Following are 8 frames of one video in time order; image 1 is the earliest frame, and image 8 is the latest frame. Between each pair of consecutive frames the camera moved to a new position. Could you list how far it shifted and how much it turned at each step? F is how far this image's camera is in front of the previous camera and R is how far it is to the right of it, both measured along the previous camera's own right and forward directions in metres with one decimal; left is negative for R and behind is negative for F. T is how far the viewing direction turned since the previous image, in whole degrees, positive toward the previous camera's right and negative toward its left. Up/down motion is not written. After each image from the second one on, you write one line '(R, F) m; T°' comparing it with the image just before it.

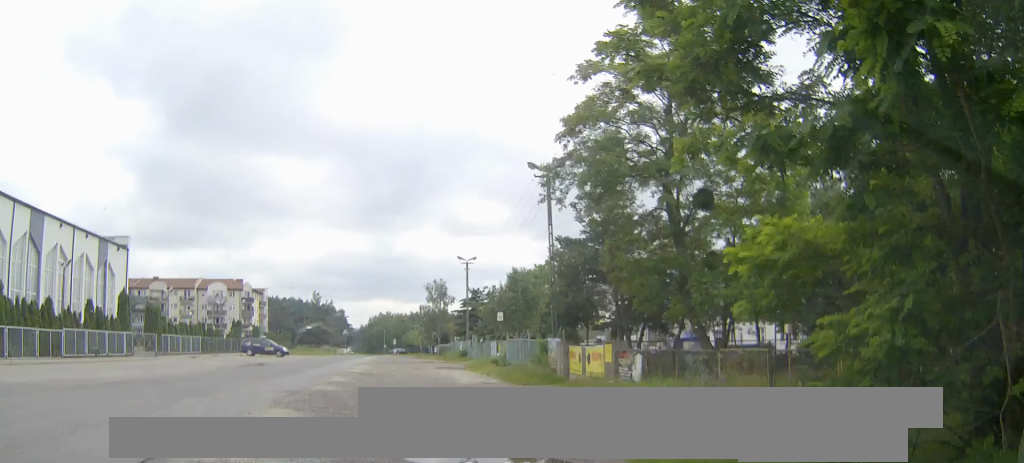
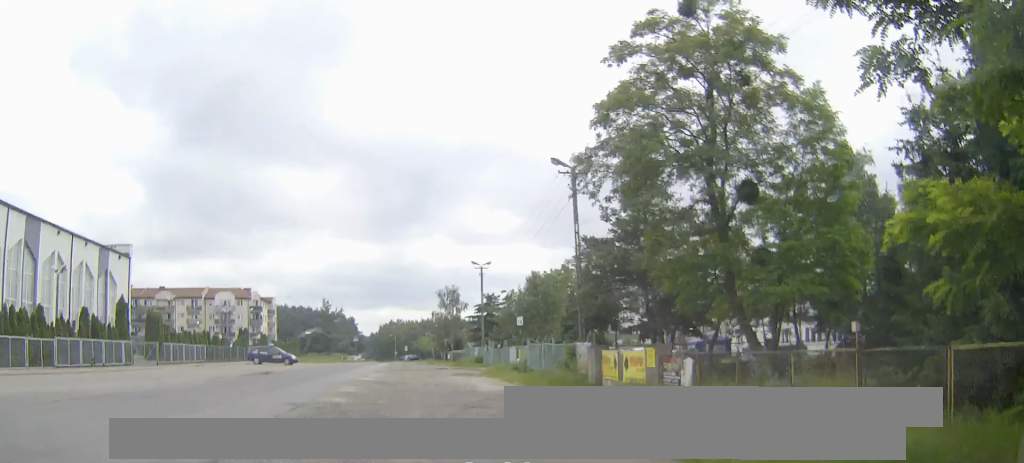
(0.0, +2.2) m; +1°
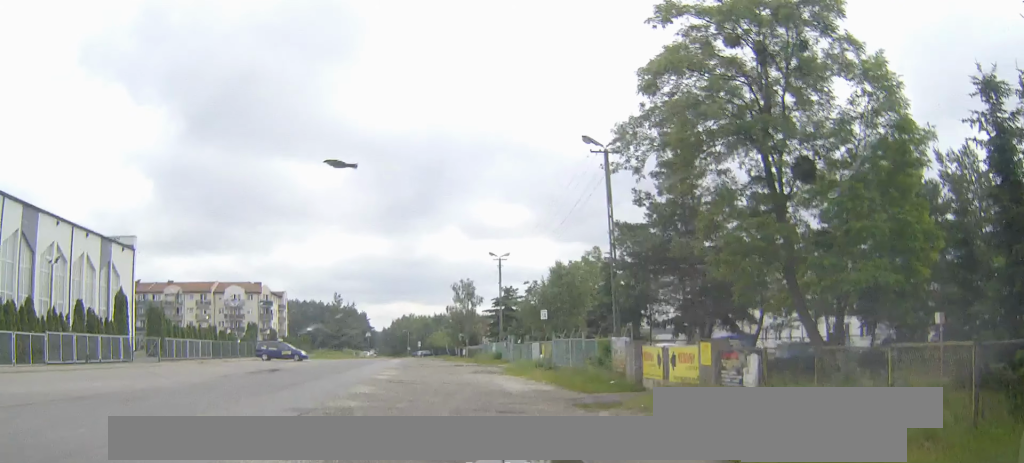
(+0.1, +2.3) m; +1°
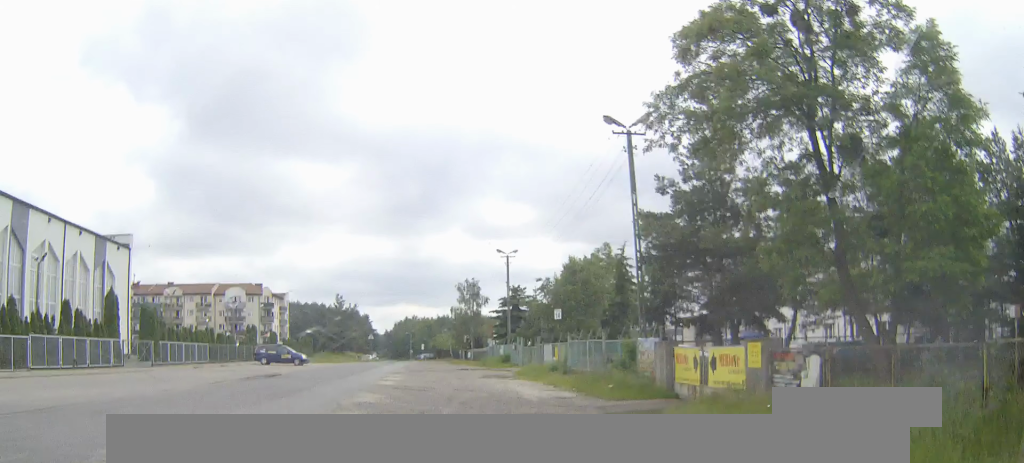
(0.0, +2.0) m; 0°
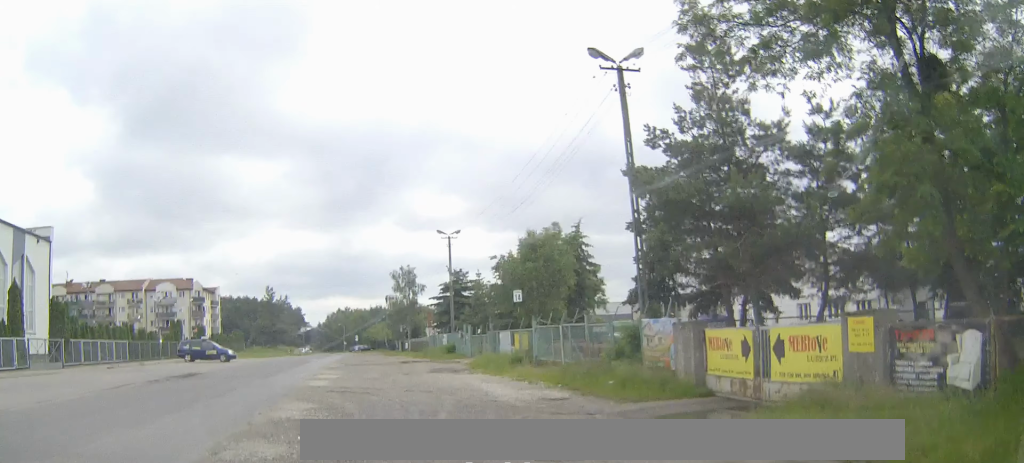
(+0.2, +5.3) m; +4°
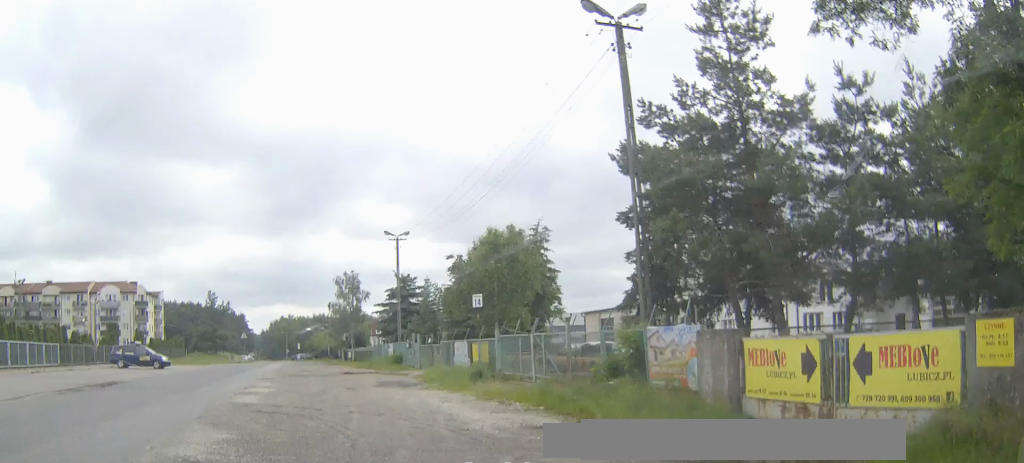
(+0.1, +3.7) m; +5°
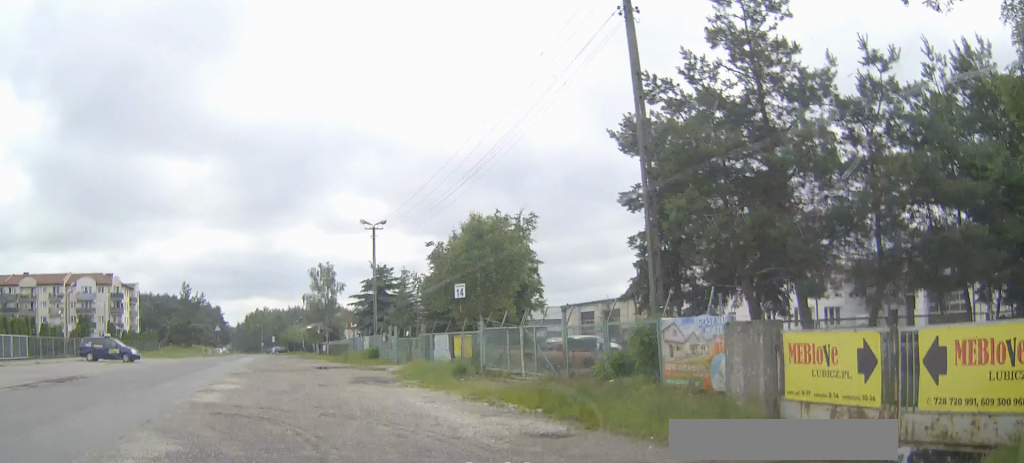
(+0.1, +1.8) m; +3°
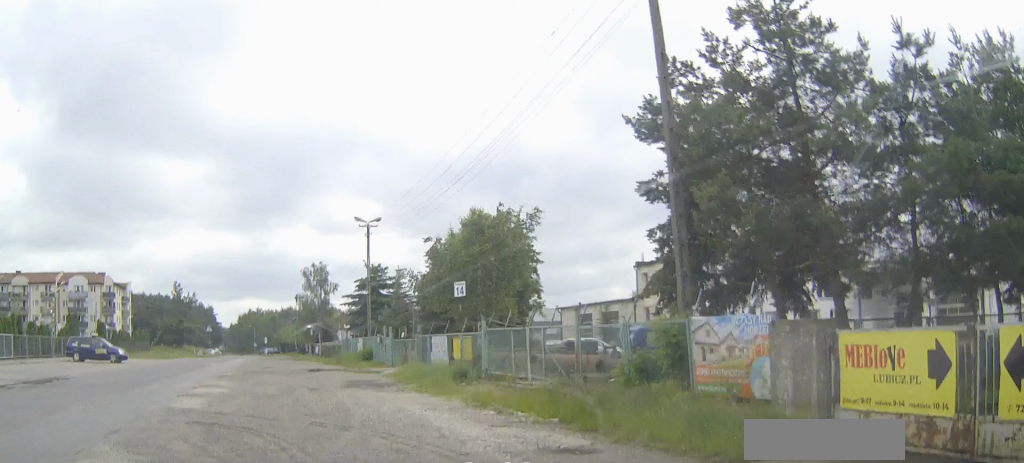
(+0.1, +1.4) m; +2°
